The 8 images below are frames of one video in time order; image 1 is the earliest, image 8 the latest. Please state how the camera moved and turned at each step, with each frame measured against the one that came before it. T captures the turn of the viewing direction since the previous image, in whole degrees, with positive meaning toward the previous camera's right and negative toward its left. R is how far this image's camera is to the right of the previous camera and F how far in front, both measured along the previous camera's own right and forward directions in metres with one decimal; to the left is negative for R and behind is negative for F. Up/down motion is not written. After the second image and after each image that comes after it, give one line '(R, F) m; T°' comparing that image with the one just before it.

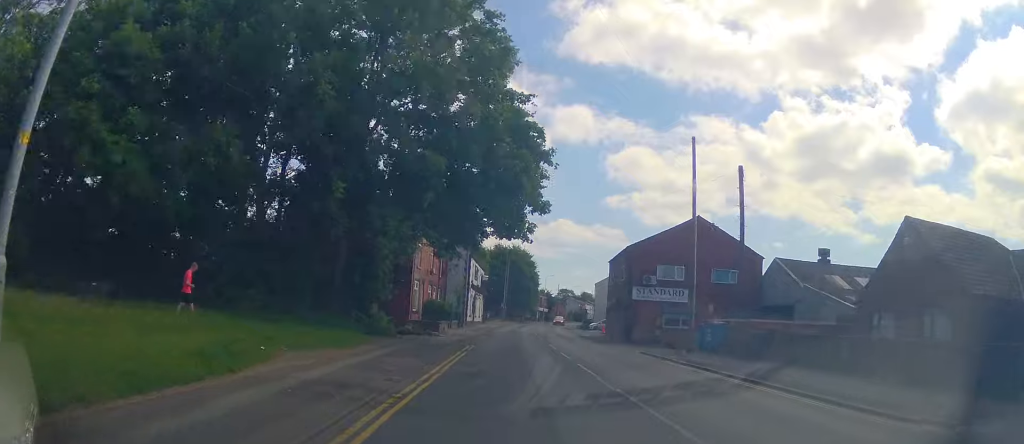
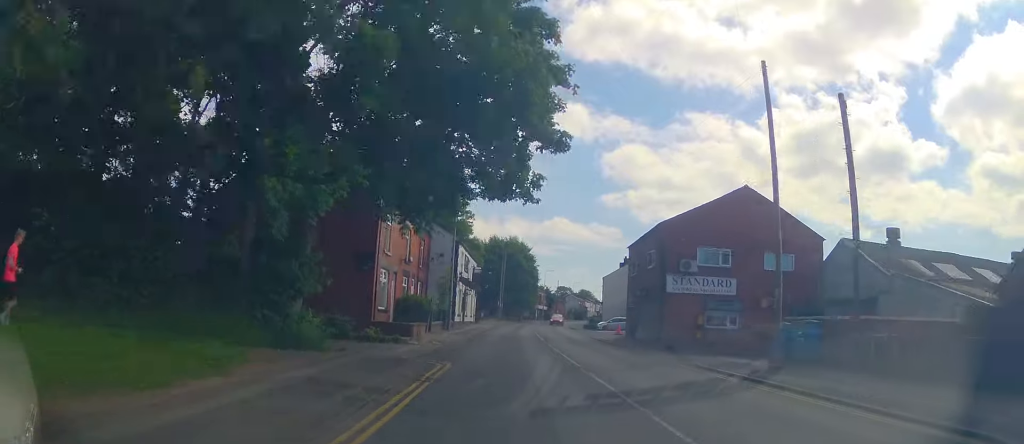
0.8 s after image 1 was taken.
(-0.2, +8.2) m; +1°
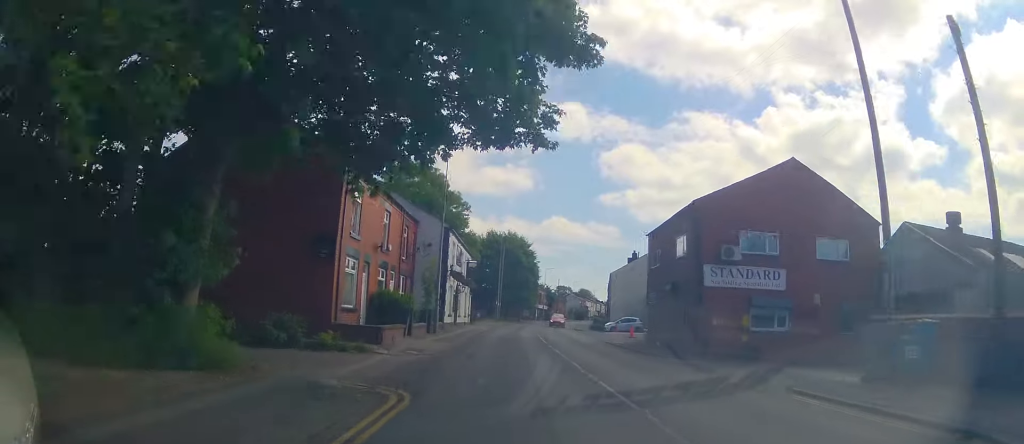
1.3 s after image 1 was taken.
(+0.5, +5.3) m; 0°
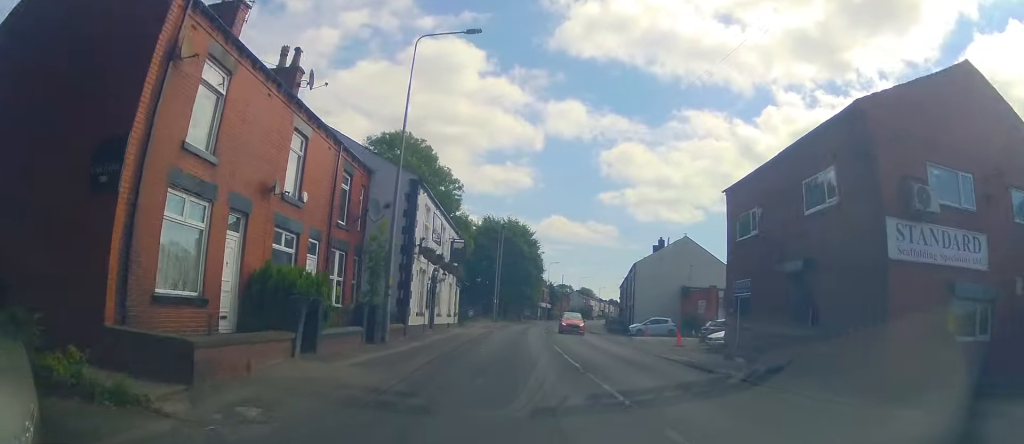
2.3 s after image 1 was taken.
(-0.4, +11.2) m; -2°
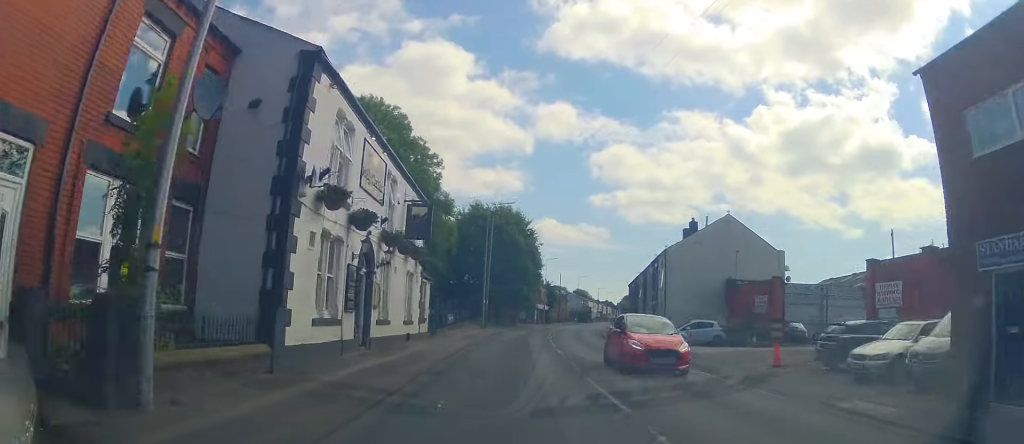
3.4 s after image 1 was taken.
(+0.2, +10.8) m; +5°
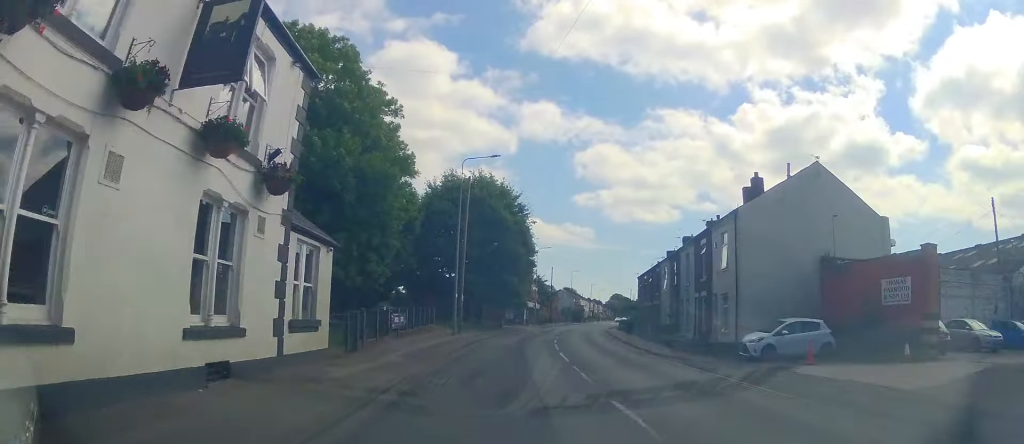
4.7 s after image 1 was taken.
(+0.7, +12.6) m; +2°
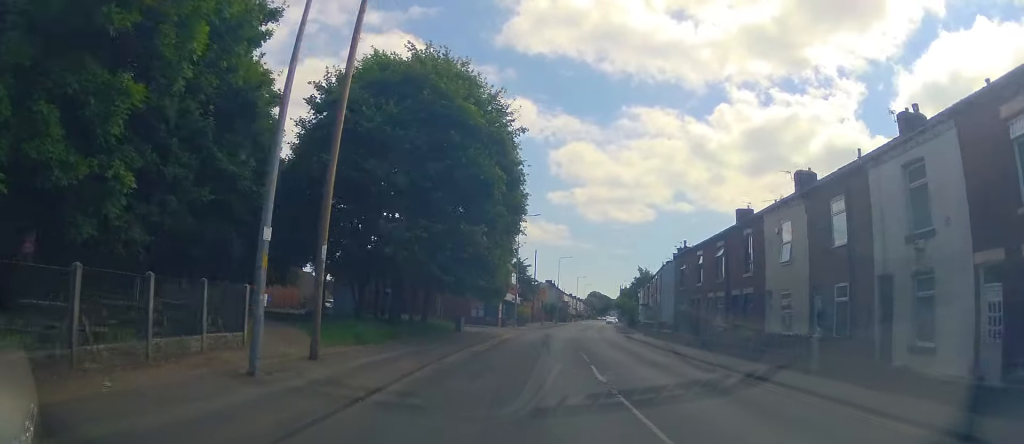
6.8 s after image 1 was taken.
(+0.1, +21.4) m; +5°
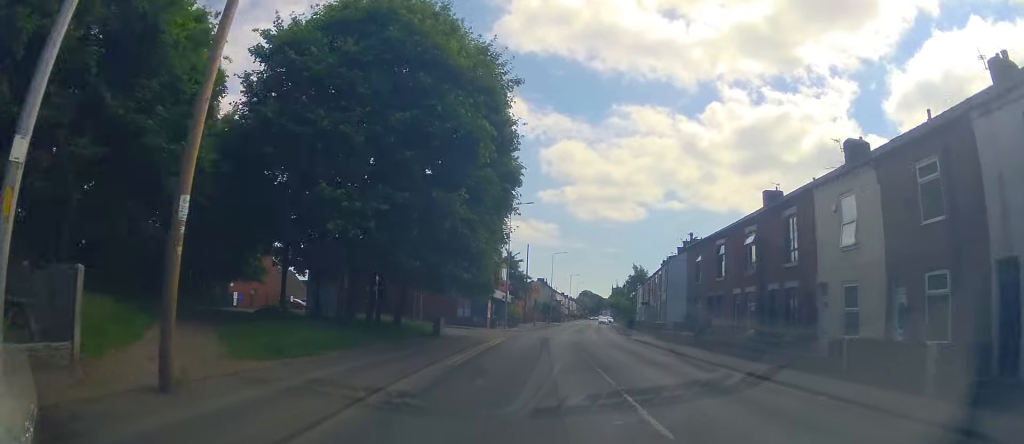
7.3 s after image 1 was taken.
(+0.1, +4.9) m; +3°
